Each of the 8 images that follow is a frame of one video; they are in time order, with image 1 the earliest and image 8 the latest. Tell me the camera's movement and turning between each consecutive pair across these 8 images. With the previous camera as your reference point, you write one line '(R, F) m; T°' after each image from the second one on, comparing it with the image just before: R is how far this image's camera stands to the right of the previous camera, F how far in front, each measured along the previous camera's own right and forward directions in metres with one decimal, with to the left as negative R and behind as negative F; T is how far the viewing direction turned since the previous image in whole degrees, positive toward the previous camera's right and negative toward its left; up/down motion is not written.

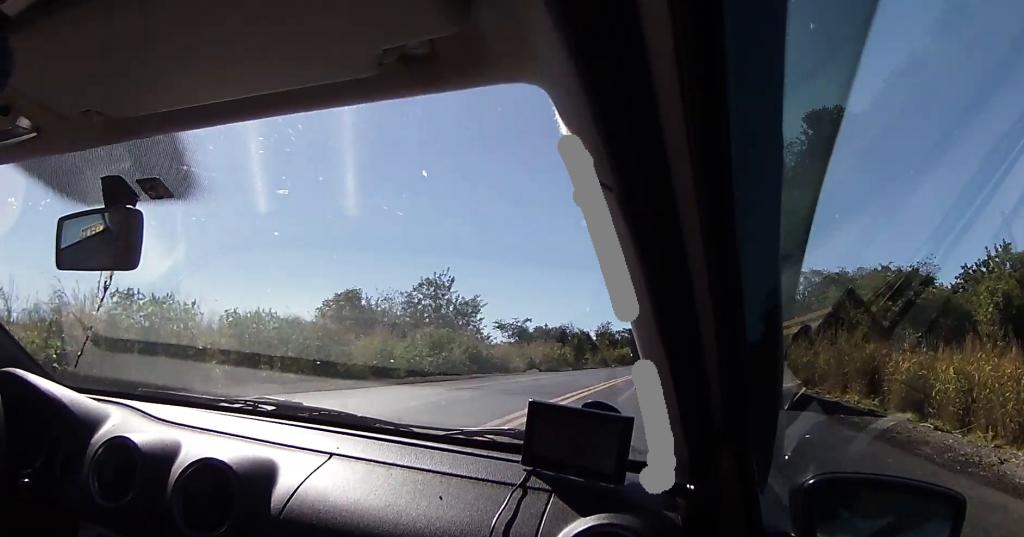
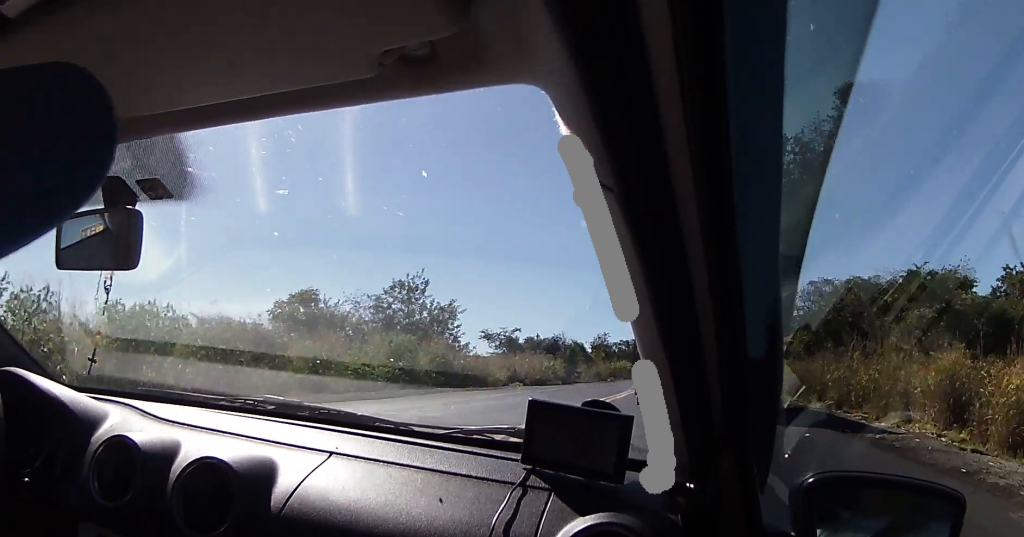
(0.0, +6.4) m; 0°
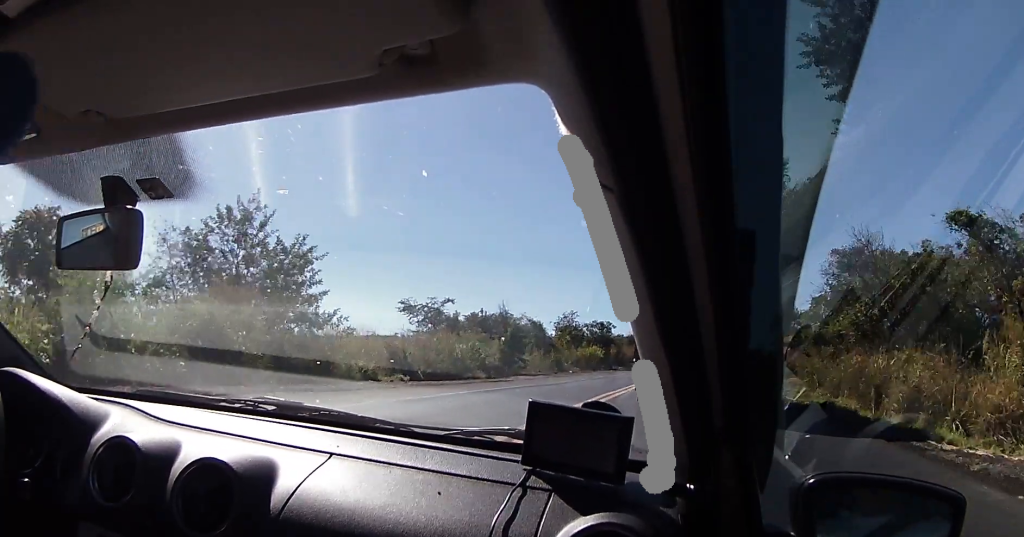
(-0.2, +20.2) m; +1°
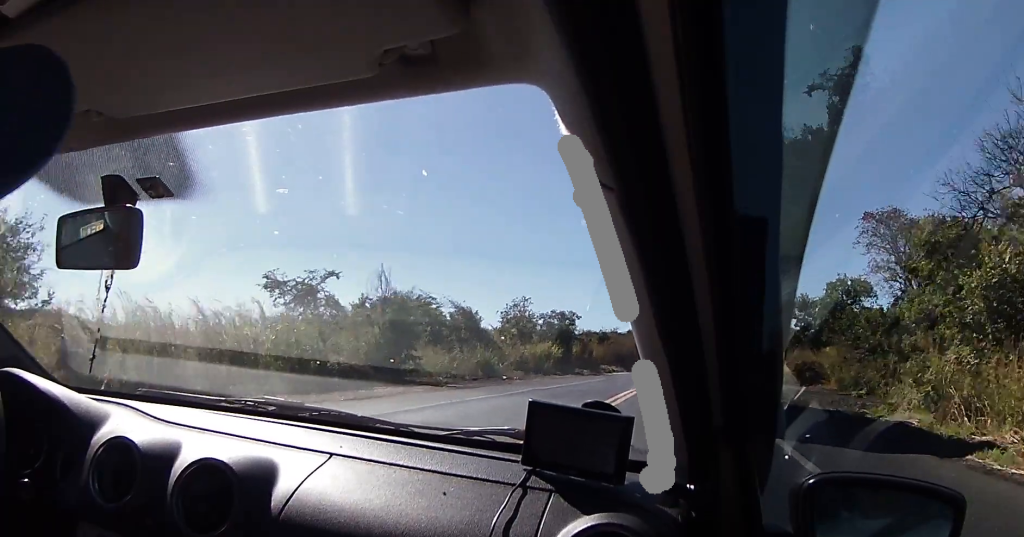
(+0.6, +18.5) m; +3°
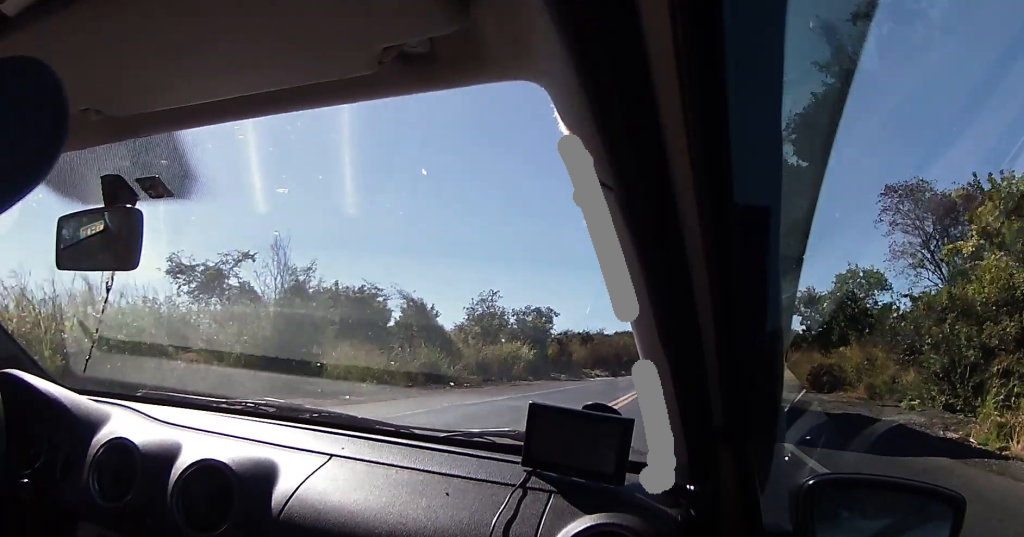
(0.0, +8.2) m; +1°
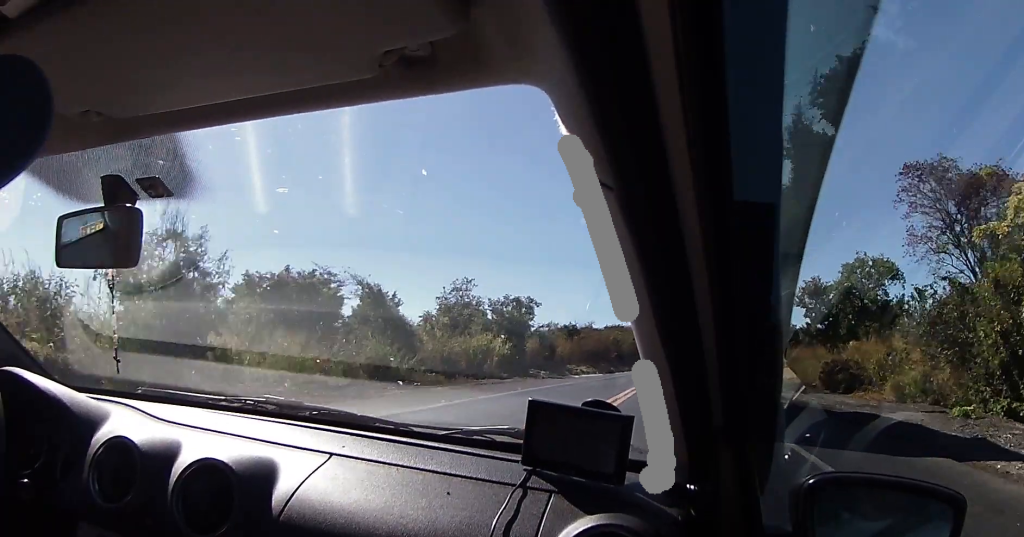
(-0.1, +5.4) m; +1°
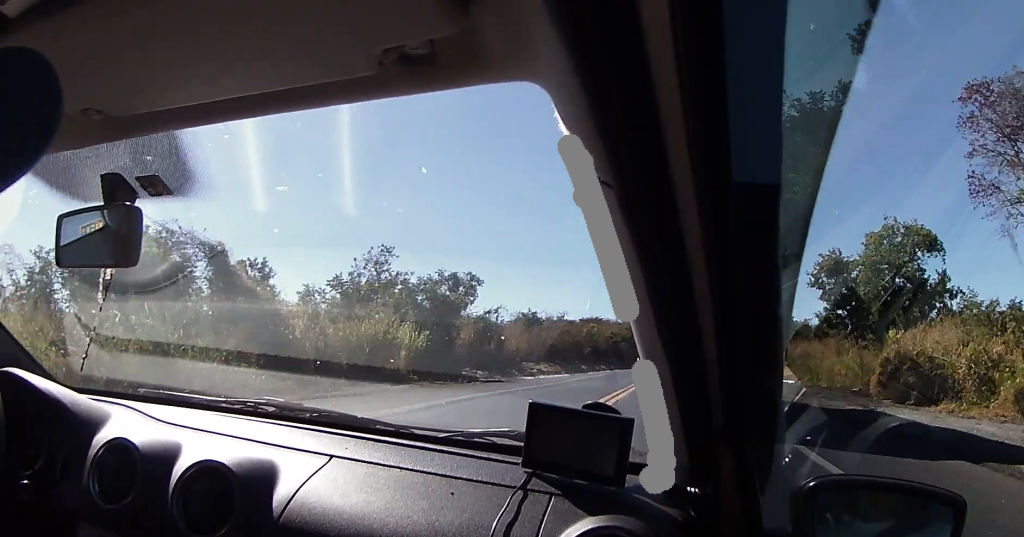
(+0.4, +12.4) m; 0°
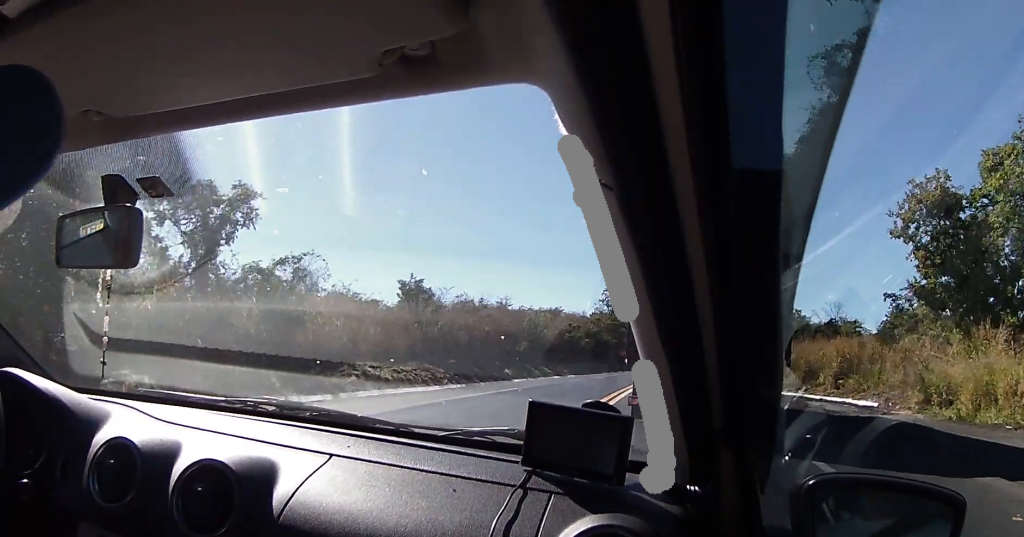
(-0.2, +22.0) m; +3°
